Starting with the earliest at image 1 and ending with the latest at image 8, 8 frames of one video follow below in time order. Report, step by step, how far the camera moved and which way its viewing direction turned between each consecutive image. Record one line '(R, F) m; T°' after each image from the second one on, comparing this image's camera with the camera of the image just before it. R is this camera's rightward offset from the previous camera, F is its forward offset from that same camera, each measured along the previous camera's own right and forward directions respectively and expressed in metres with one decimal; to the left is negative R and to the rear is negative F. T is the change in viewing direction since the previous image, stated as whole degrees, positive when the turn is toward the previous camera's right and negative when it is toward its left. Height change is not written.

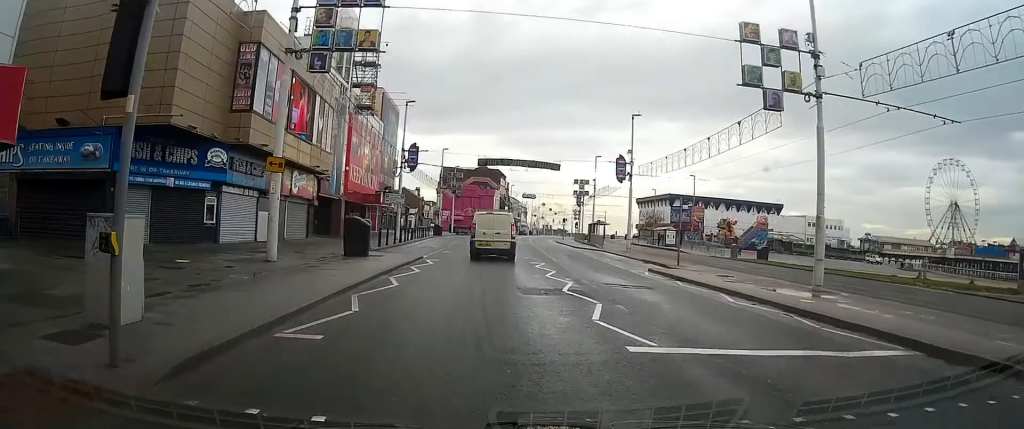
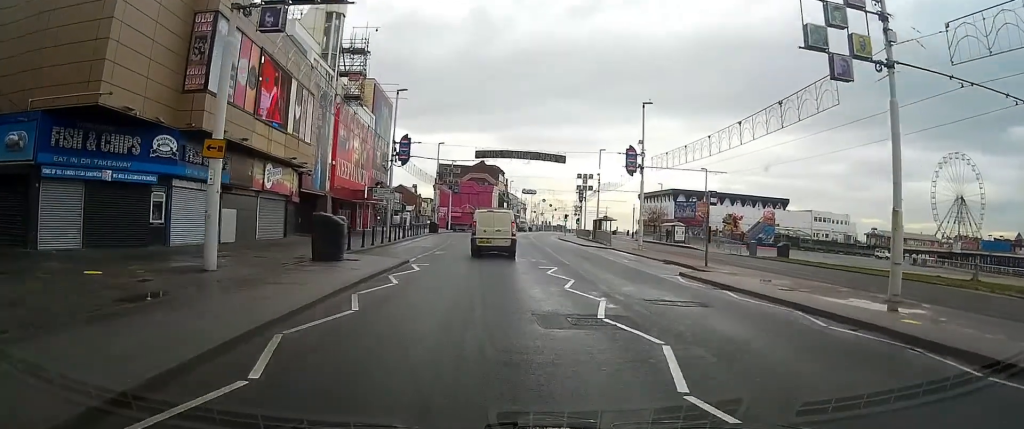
(0.0, +4.3) m; 0°
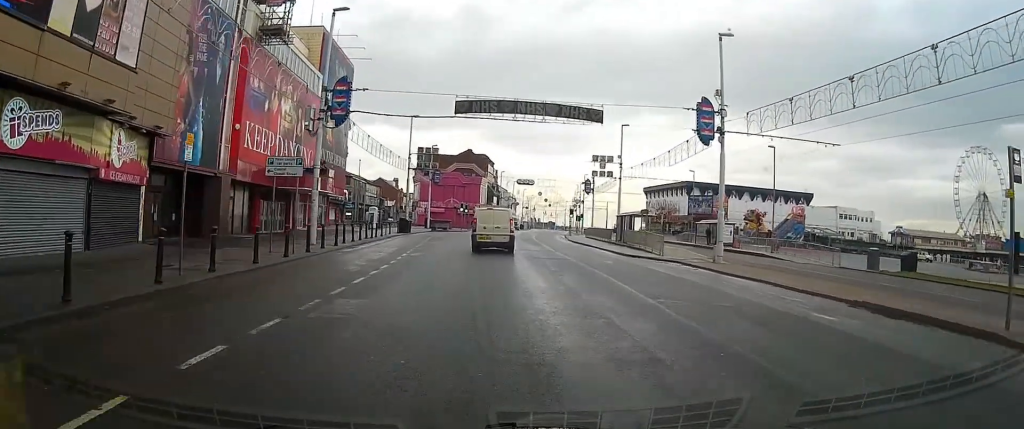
(+0.1, +18.2) m; -1°
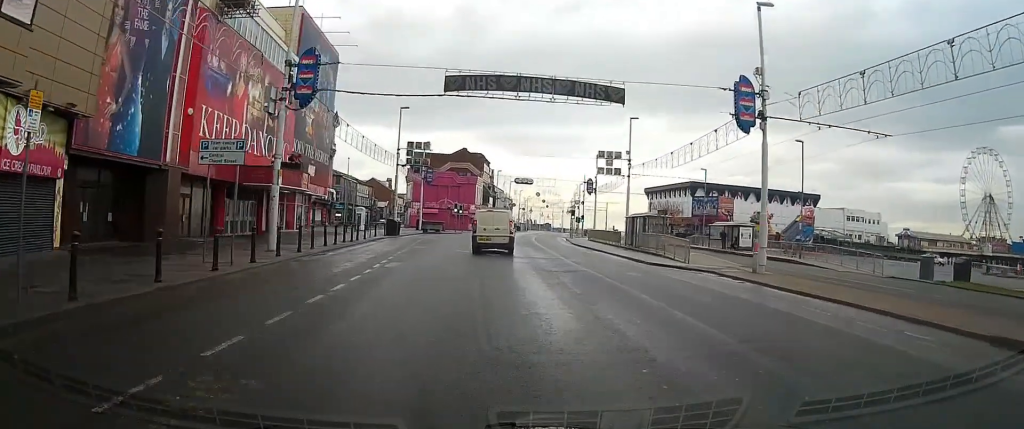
(0.0, +5.1) m; 0°
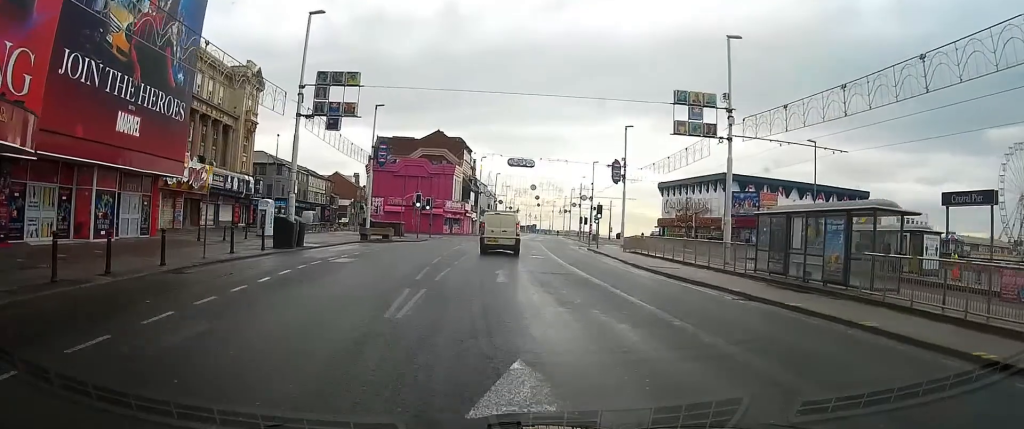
(+0.7, +25.7) m; +4°
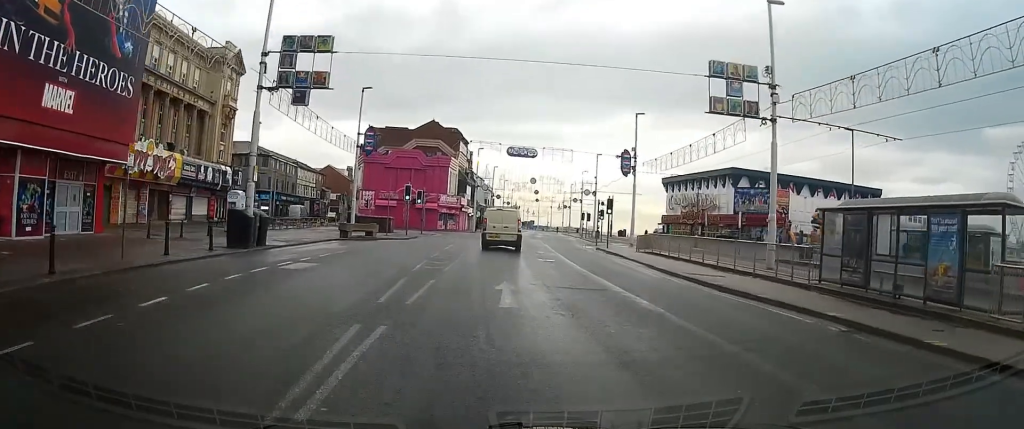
(+0.1, +5.0) m; +1°
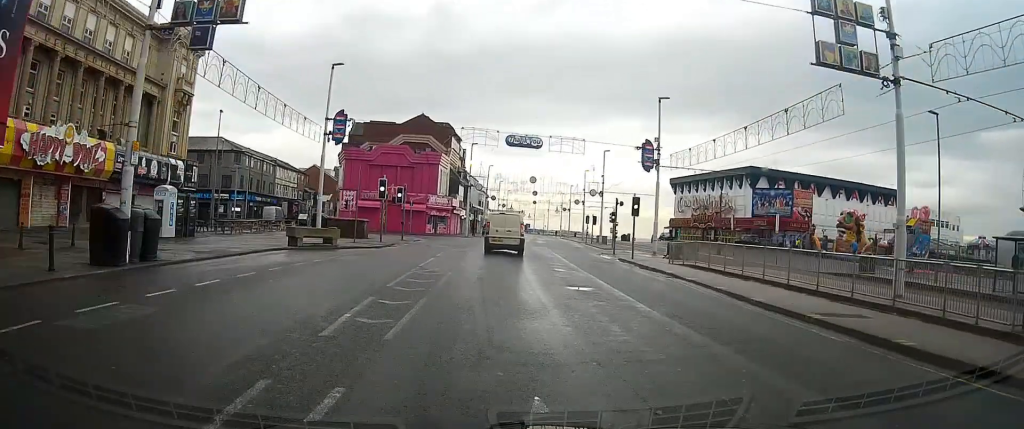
(+0.1, +8.7) m; +1°
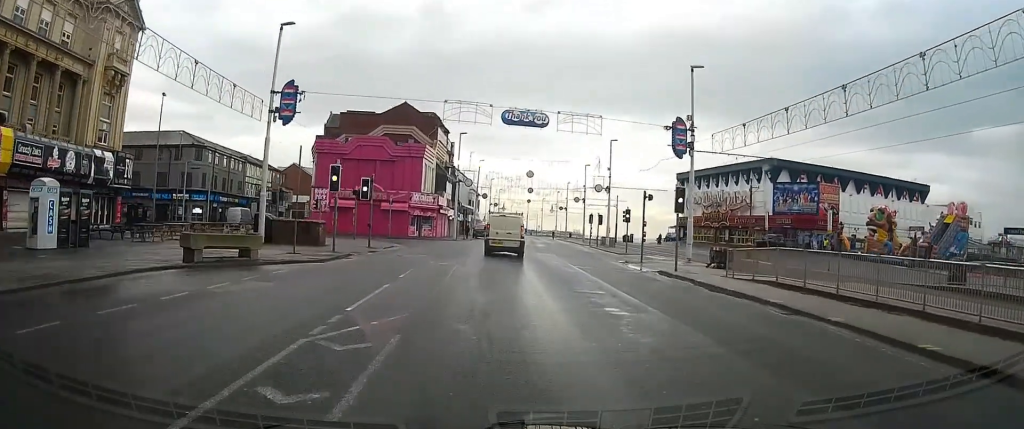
(0.0, +9.3) m; 0°
